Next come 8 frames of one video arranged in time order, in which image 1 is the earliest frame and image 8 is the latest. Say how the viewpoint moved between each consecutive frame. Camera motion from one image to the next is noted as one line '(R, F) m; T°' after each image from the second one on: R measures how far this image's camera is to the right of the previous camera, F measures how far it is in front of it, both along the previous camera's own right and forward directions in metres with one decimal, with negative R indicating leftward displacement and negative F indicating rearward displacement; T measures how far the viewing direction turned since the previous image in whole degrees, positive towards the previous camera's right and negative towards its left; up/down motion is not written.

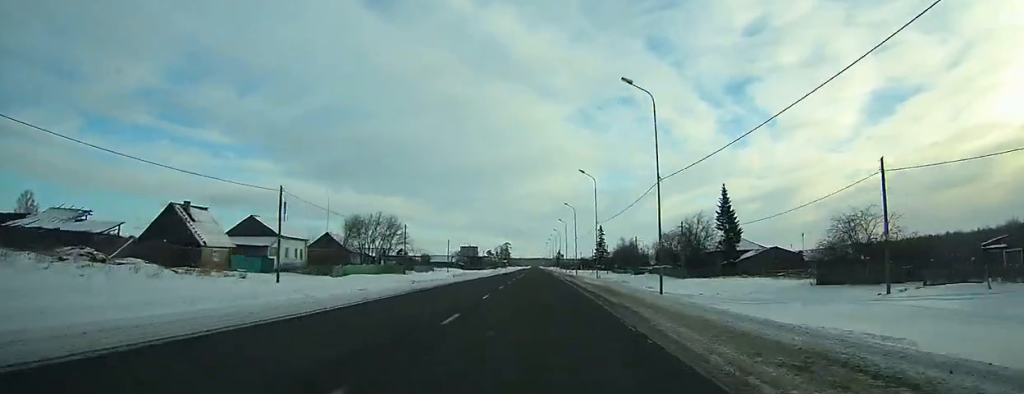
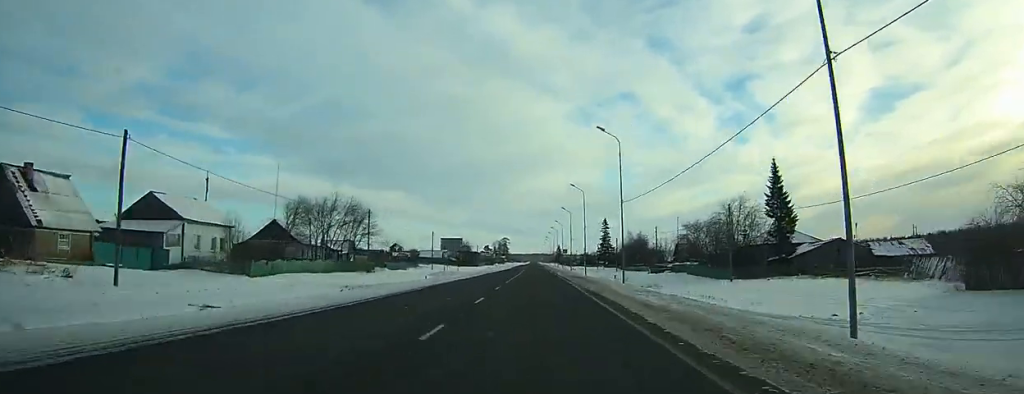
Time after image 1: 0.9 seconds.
(0.0, +18.3) m; 0°
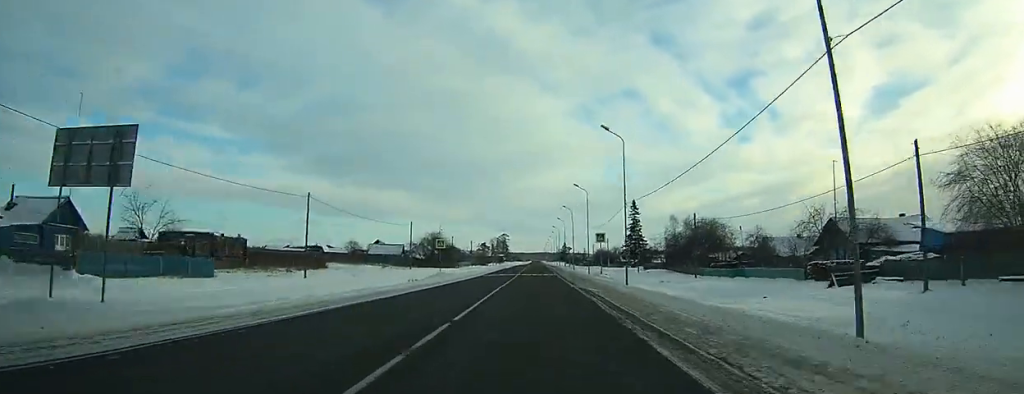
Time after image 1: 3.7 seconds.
(0.0, +64.0) m; 0°
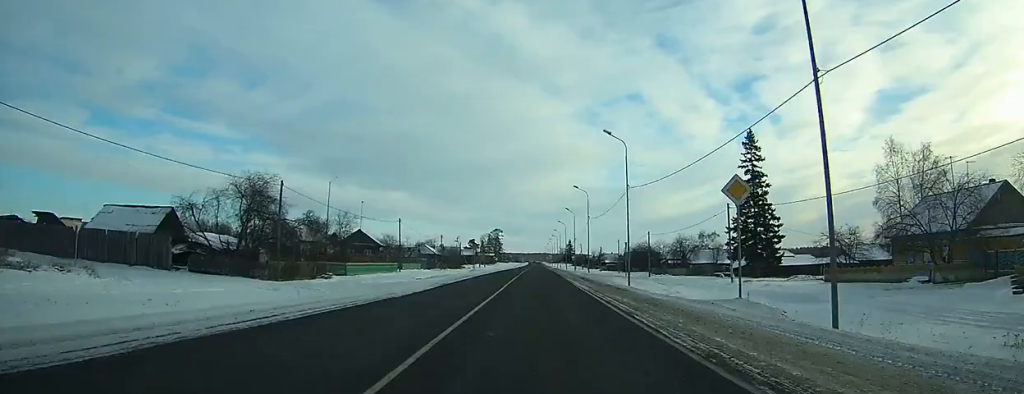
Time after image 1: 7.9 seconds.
(-0.5, +90.2) m; 0°
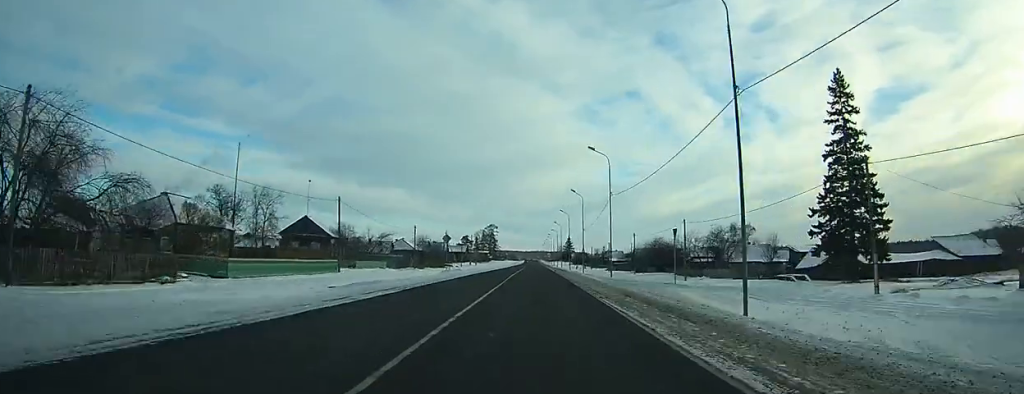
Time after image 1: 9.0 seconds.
(0.0, +22.6) m; 0°
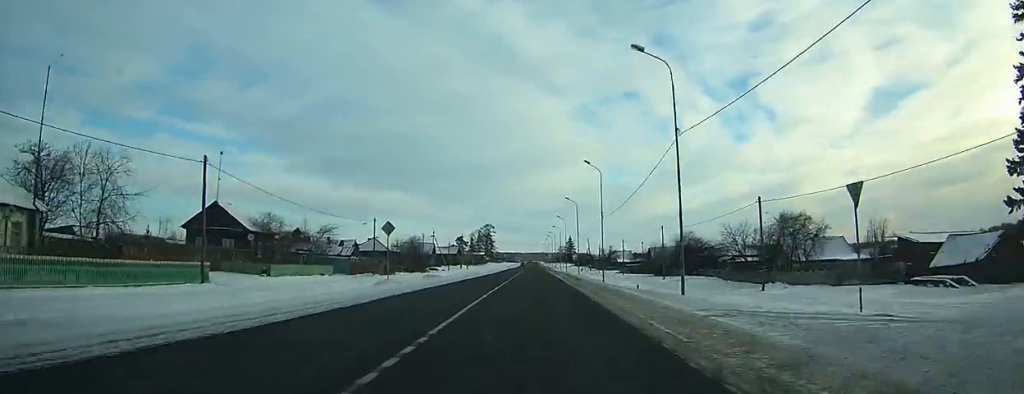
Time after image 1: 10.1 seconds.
(0.0, +23.8) m; 0°
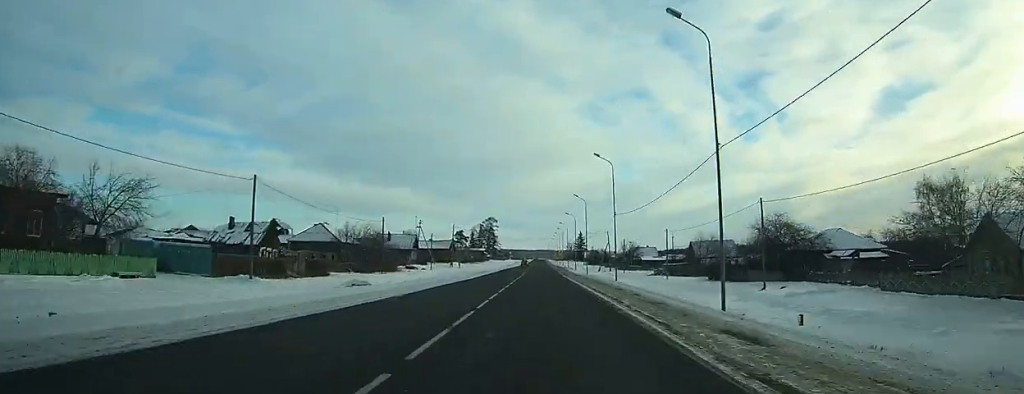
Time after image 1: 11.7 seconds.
(0.0, +34.8) m; 0°
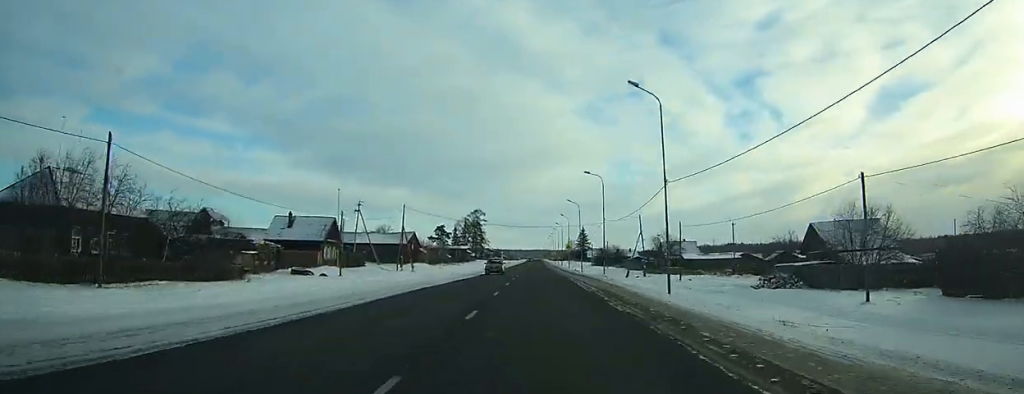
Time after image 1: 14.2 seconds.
(-0.2, +56.1) m; 0°
